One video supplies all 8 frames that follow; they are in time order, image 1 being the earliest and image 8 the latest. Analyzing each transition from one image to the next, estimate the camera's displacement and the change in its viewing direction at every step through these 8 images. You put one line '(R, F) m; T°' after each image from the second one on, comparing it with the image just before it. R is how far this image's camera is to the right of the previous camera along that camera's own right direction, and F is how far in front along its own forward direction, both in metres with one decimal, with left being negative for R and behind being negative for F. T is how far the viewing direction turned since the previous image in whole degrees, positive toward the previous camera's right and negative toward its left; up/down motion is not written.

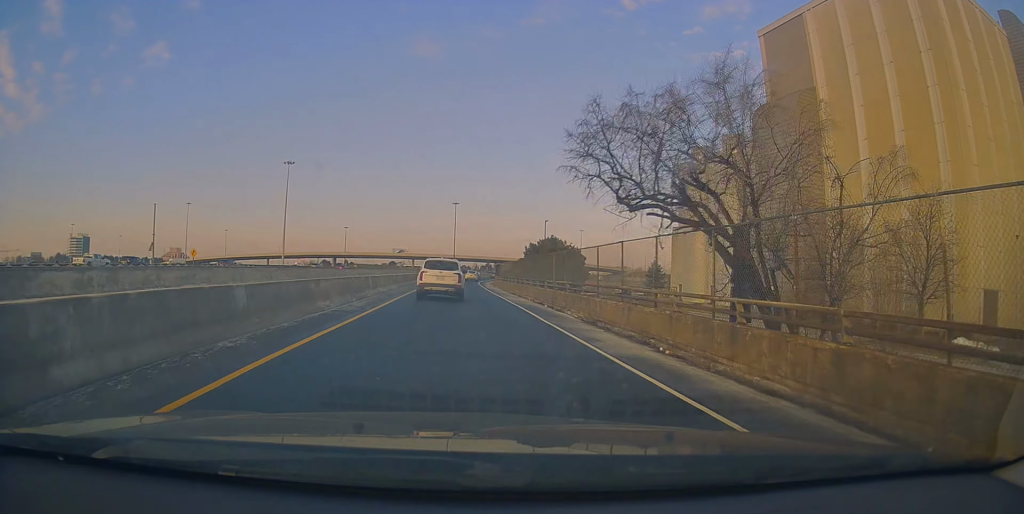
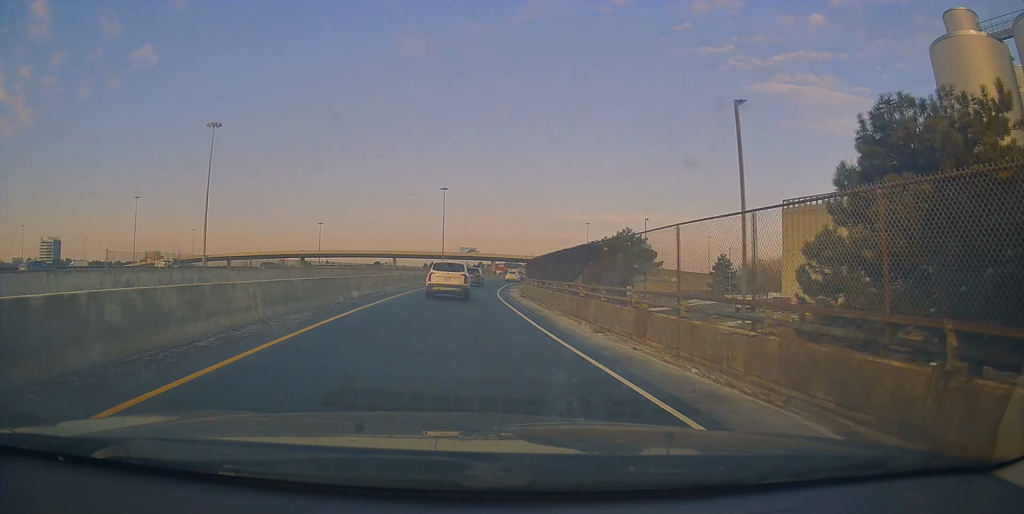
(+1.0, +51.7) m; +2°
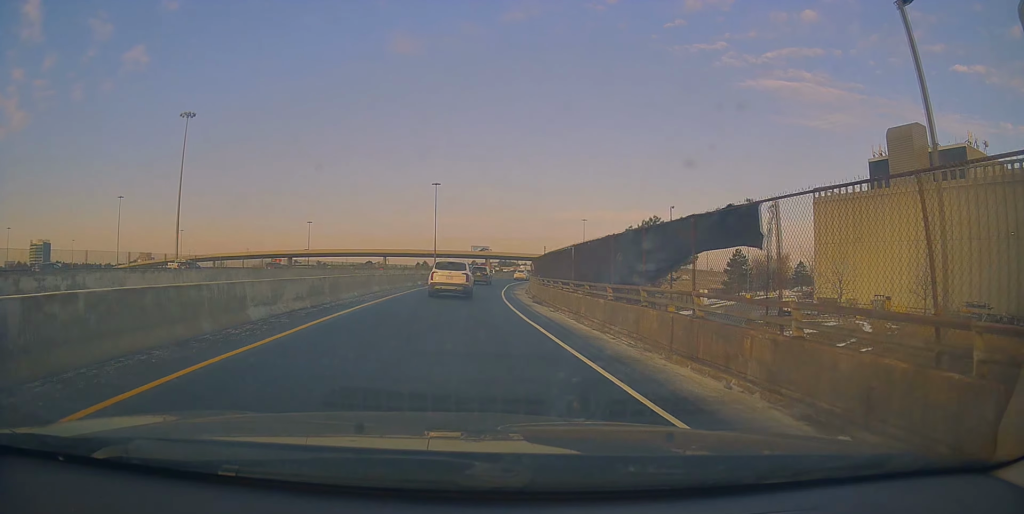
(-0.3, +10.3) m; +1°
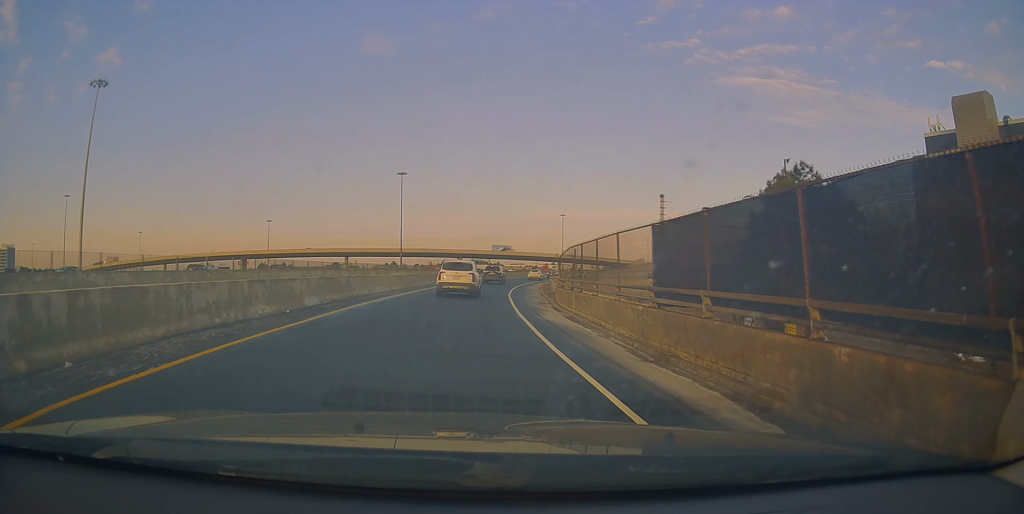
(+0.9, +25.6) m; +3°
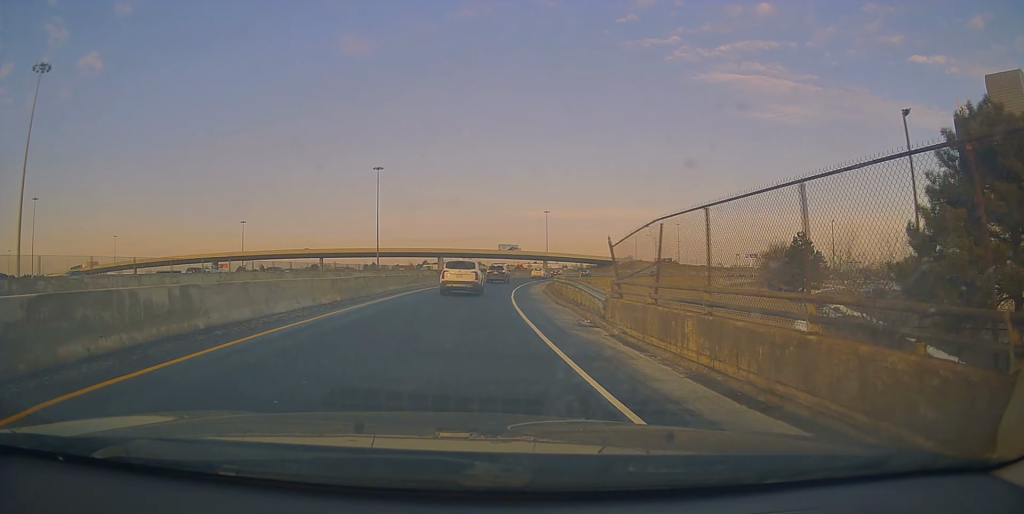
(0.0, +12.3) m; +2°
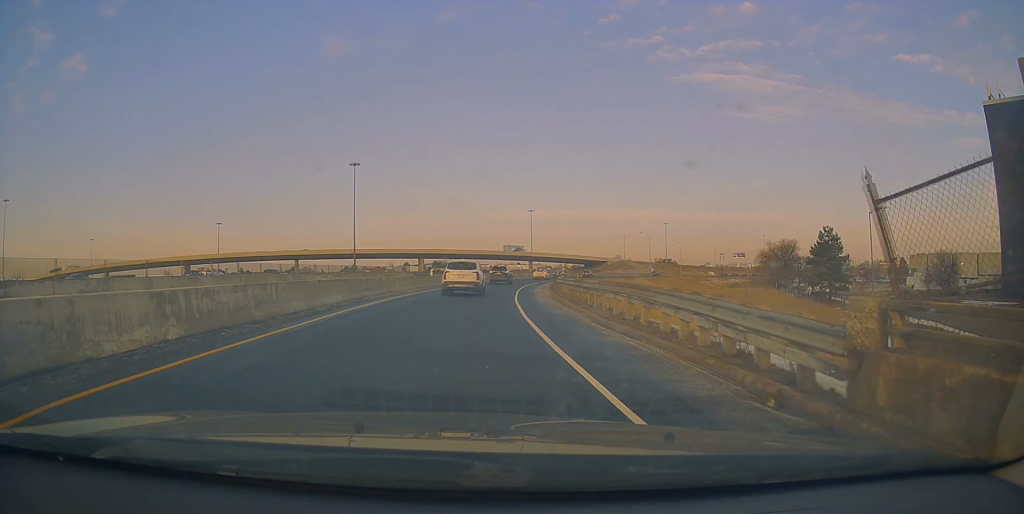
(-0.2, +10.8) m; +2°
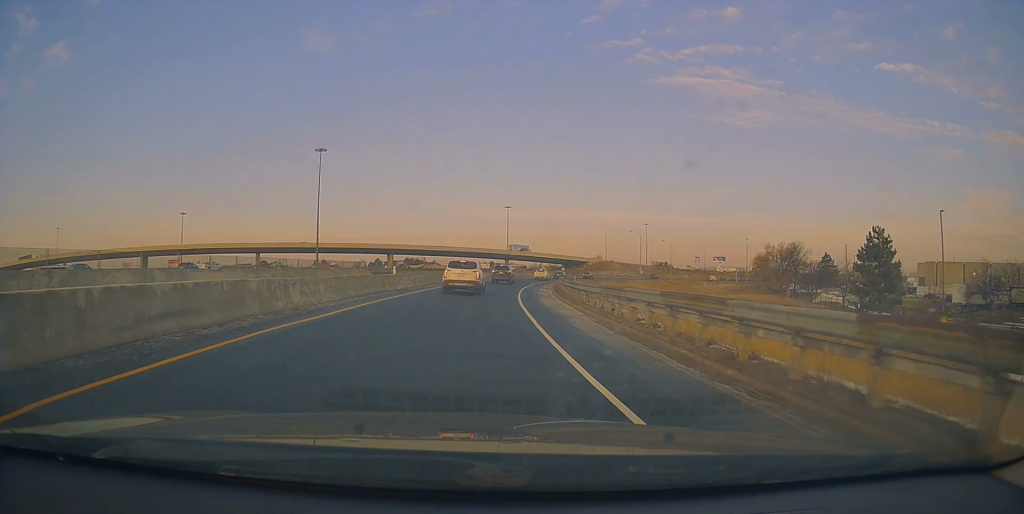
(+0.7, +14.8) m; +3°
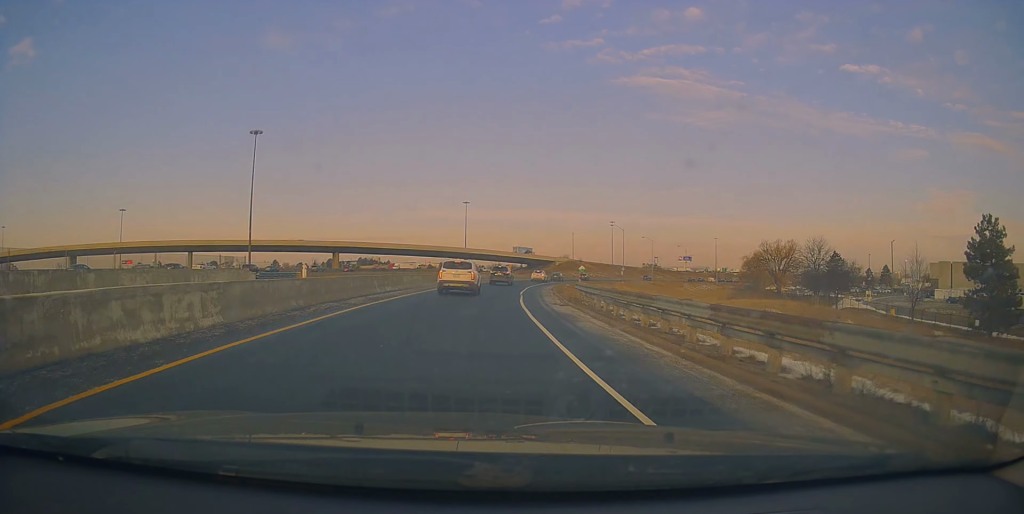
(+0.8, +22.1) m; +4°
